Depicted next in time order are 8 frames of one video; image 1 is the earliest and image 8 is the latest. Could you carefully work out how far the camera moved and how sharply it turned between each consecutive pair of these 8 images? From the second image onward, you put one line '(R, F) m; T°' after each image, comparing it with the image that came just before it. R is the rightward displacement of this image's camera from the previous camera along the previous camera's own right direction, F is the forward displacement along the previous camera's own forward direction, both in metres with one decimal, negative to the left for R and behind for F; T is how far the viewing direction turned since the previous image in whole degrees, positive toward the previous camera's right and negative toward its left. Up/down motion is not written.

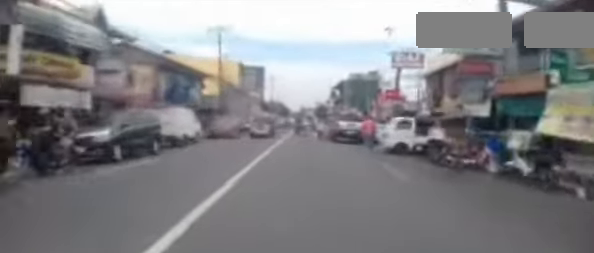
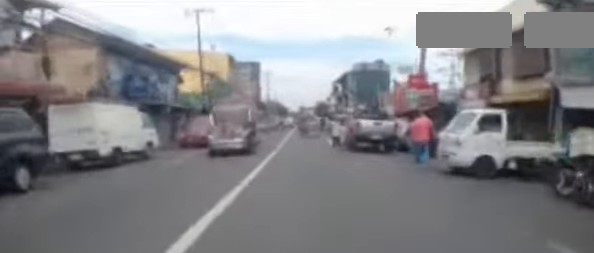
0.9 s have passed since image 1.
(+0.1, +6.5) m; +3°
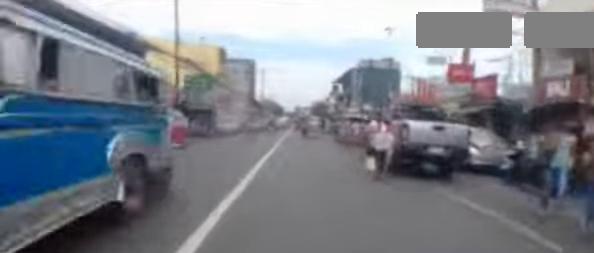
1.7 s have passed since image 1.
(+0.1, +6.1) m; 0°
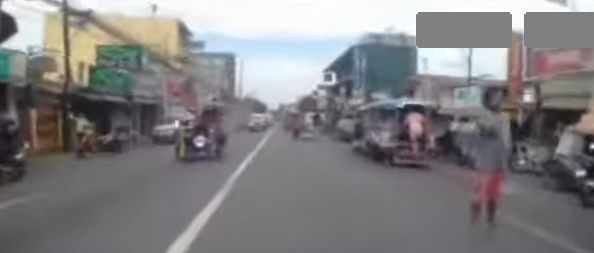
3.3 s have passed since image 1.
(-0.4, +11.2) m; -1°
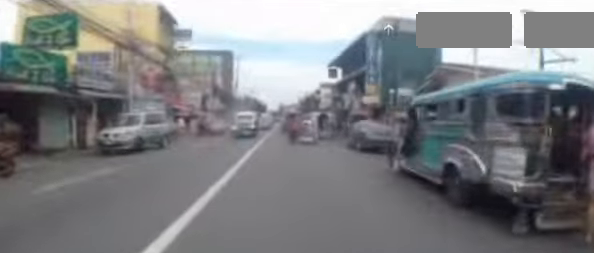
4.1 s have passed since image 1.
(+0.4, +5.3) m; +4°
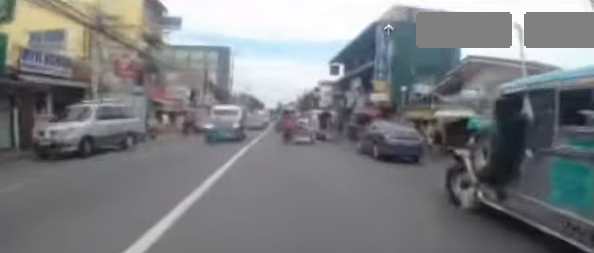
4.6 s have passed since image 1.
(0.0, +3.3) m; -2°
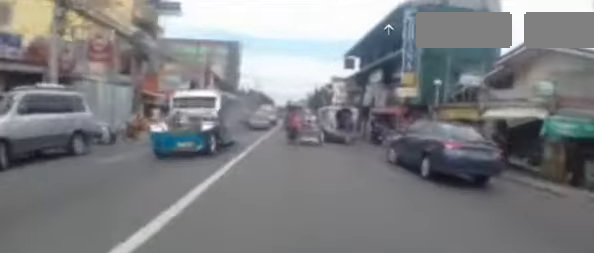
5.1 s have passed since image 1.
(+0.1, +3.5) m; -3°
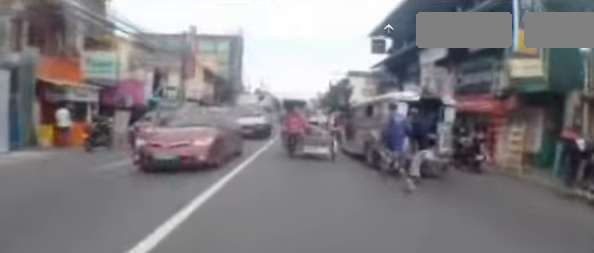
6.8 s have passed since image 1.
(-0.9, +9.7) m; -3°
